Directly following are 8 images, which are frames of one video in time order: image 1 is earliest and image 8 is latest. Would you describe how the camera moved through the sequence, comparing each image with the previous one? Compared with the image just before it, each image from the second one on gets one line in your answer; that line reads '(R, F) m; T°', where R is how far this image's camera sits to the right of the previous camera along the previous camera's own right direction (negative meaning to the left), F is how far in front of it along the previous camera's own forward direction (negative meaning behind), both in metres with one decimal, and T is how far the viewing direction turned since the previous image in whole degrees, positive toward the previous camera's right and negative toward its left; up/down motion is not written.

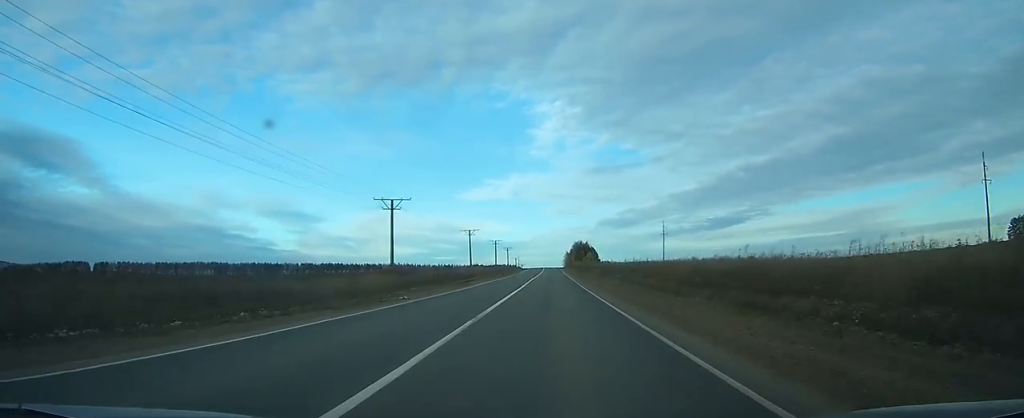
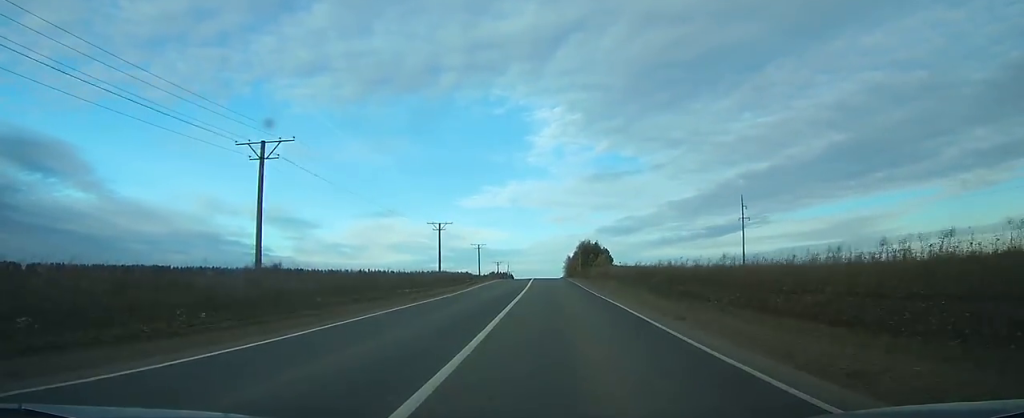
(-0.3, +92.9) m; 0°
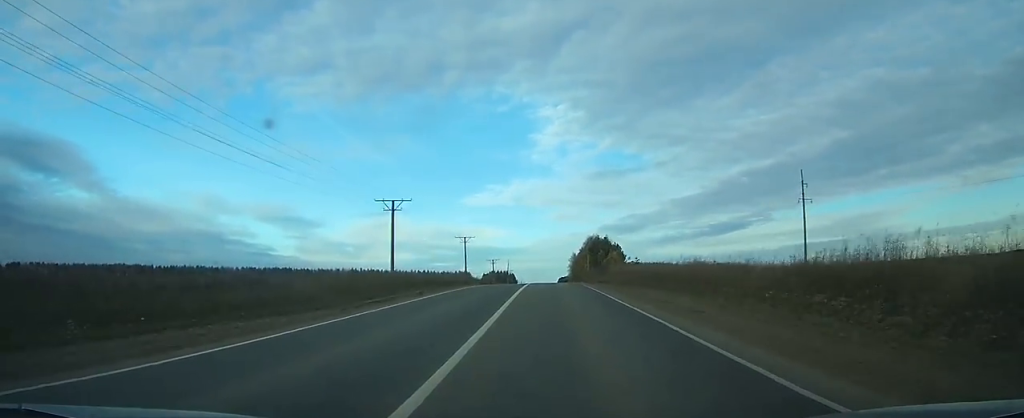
(0.0, +30.1) m; 0°
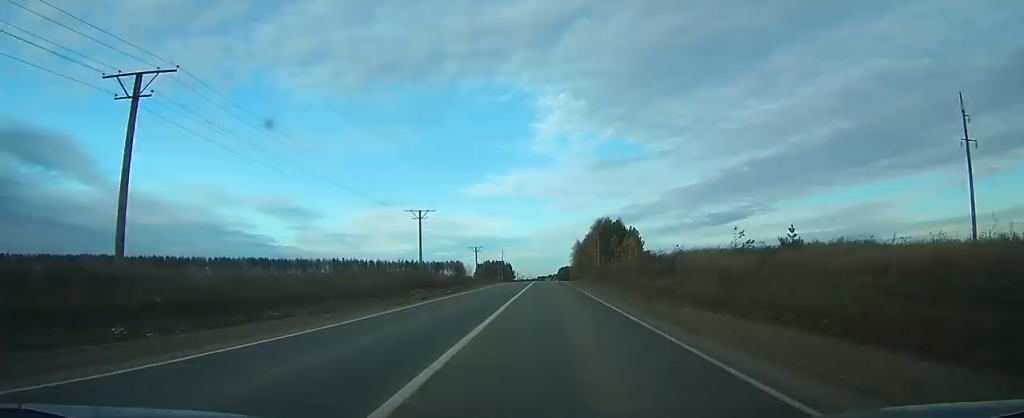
(+0.2, +42.8) m; 0°
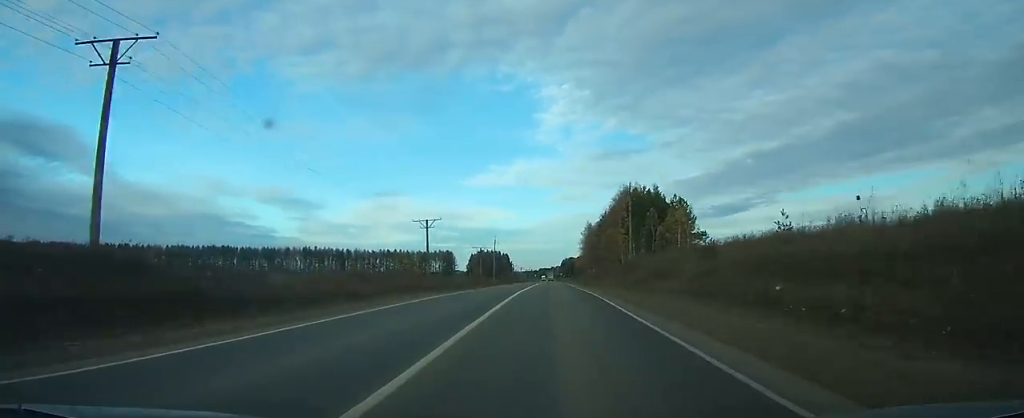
(0.0, +59.1) m; 0°
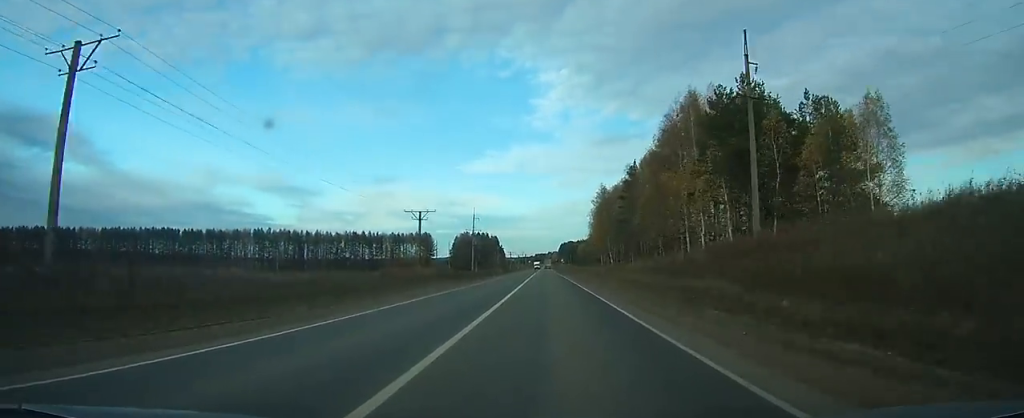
(-0.1, +65.0) m; 0°
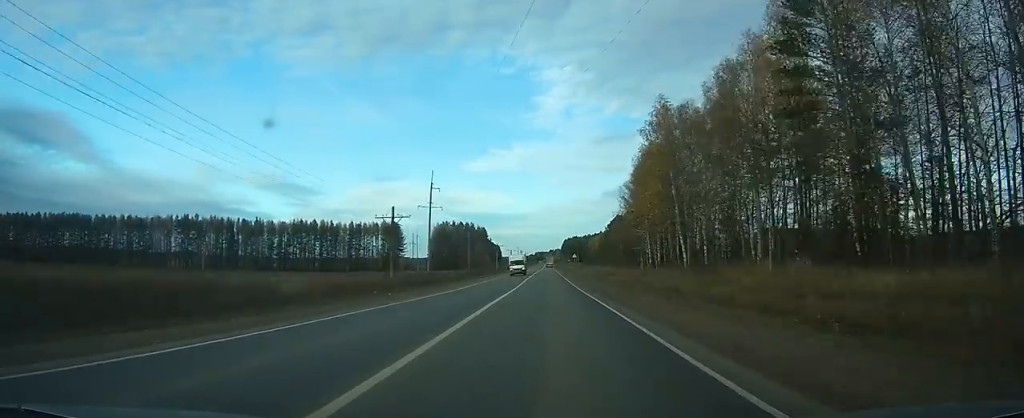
(+0.2, +74.7) m; 0°
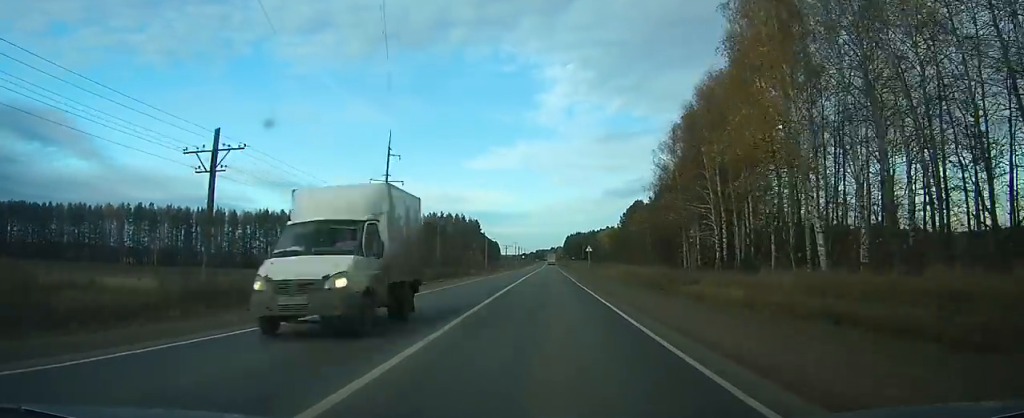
(0.0, +34.7) m; 0°
